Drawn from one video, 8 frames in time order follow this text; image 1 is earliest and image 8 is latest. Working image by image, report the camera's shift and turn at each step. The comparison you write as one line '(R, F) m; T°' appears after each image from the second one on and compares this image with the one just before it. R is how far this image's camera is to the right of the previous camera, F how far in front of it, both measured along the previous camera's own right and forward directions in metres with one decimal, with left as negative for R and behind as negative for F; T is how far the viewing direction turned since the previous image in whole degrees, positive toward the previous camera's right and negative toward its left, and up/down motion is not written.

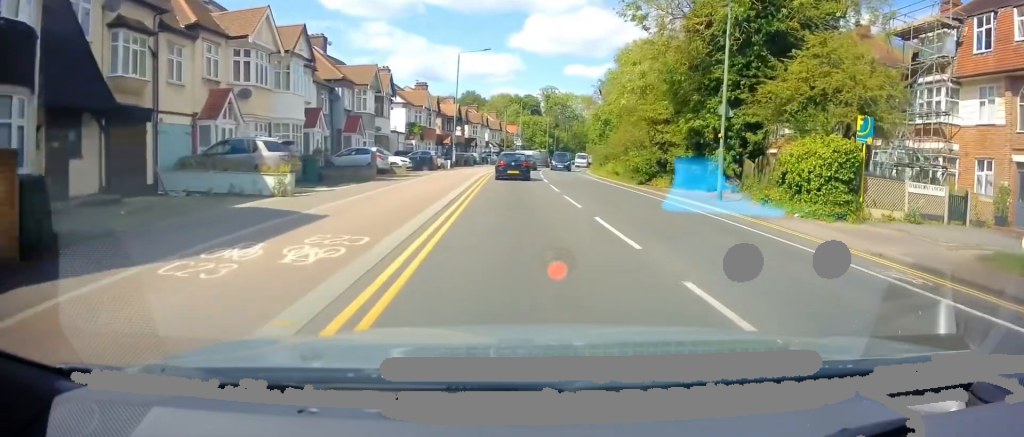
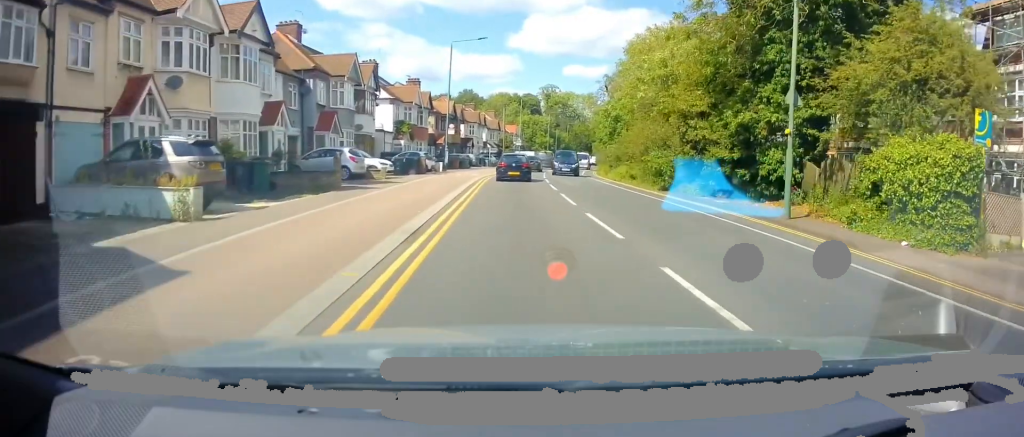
(0.0, +5.3) m; +1°
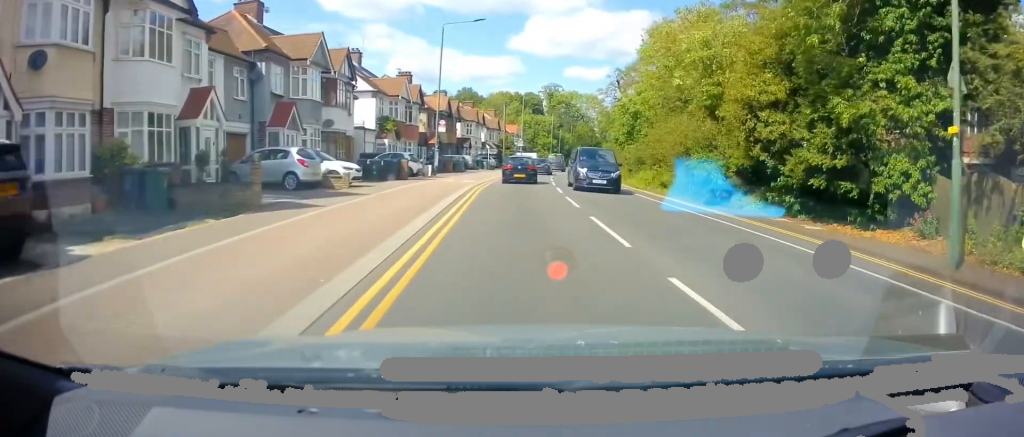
(+0.1, +6.6) m; +2°
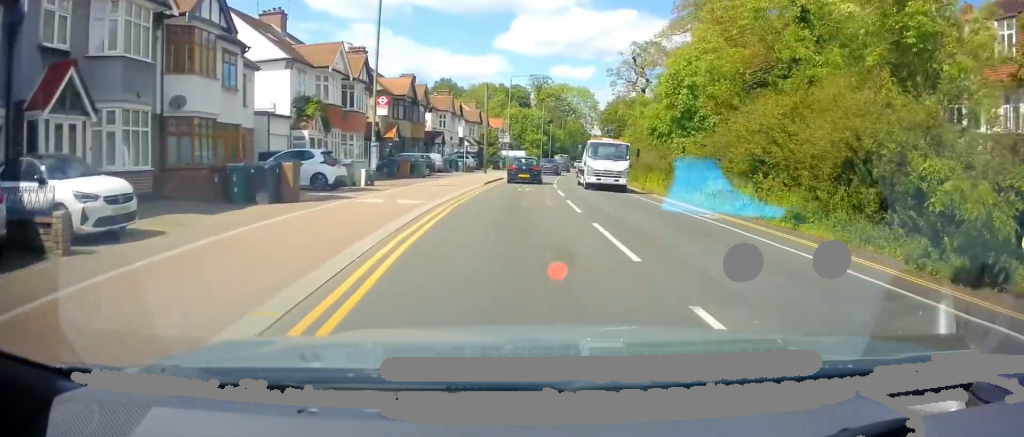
(+0.4, +14.1) m; +2°
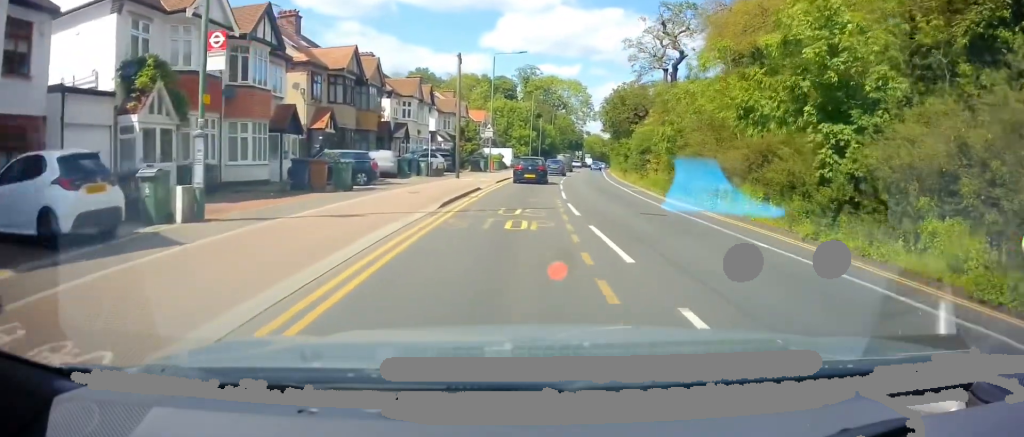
(0.0, +12.4) m; 0°
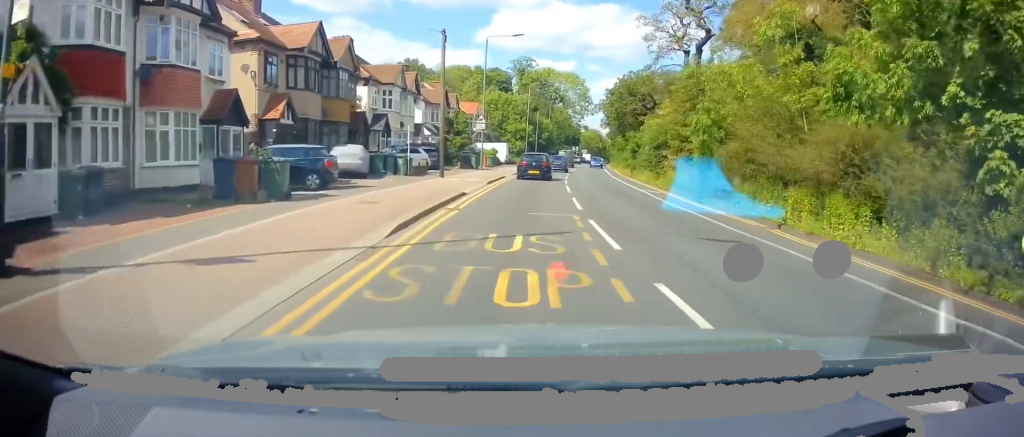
(0.0, +5.0) m; 0°
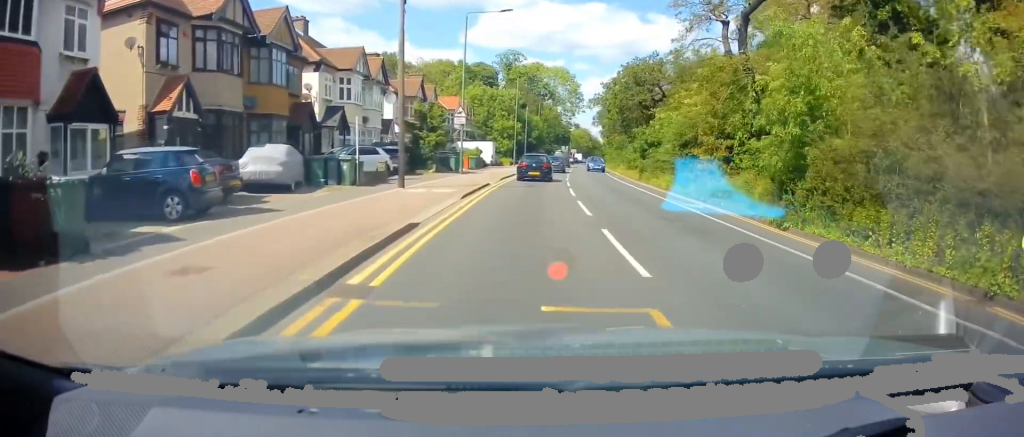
(0.0, +7.4) m; +2°
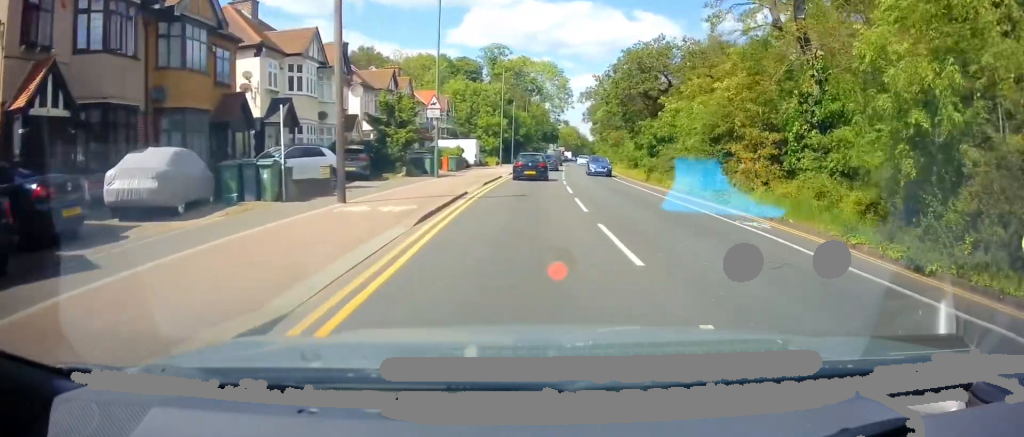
(+0.2, +6.0) m; +1°
